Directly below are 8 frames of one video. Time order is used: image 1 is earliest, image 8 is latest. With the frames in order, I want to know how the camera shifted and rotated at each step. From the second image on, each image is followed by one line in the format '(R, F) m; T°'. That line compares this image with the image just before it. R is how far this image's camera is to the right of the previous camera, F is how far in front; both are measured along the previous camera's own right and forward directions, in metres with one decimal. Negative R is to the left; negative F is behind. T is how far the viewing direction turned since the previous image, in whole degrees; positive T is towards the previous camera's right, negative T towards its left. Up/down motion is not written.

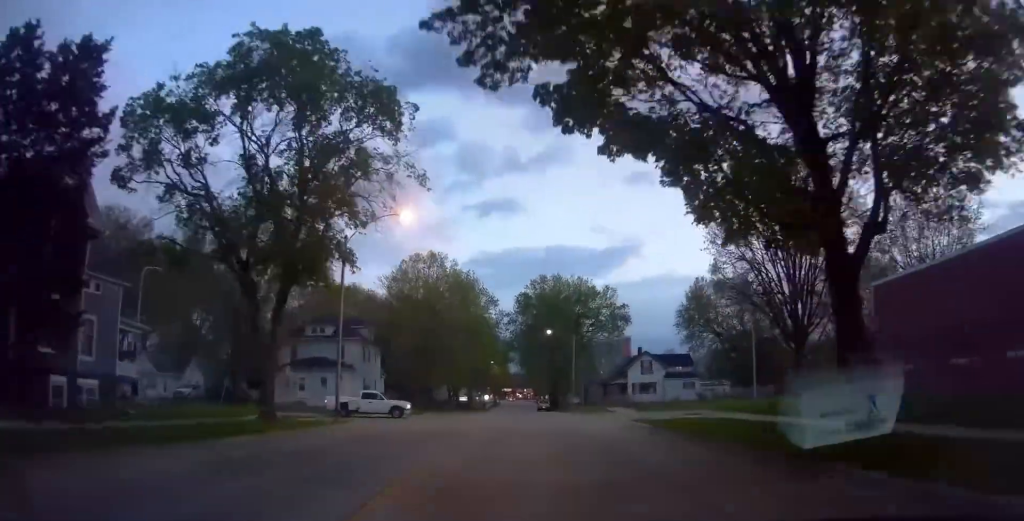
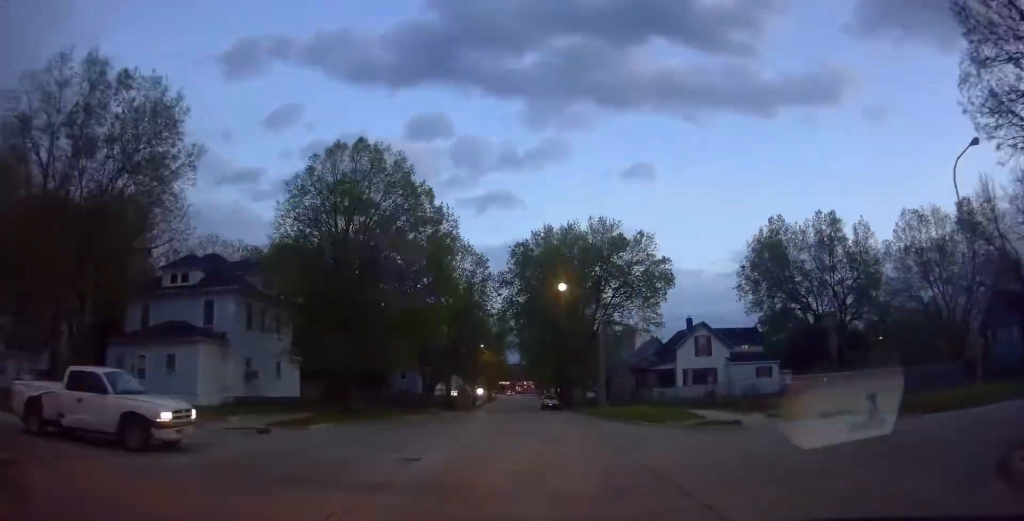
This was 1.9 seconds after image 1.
(0.0, +25.9) m; 0°
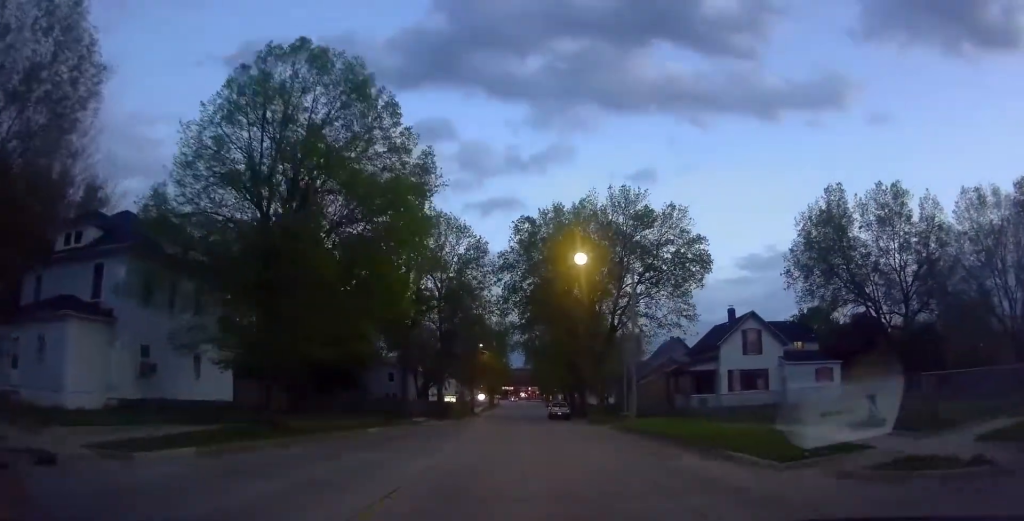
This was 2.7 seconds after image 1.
(0.0, +11.2) m; 0°
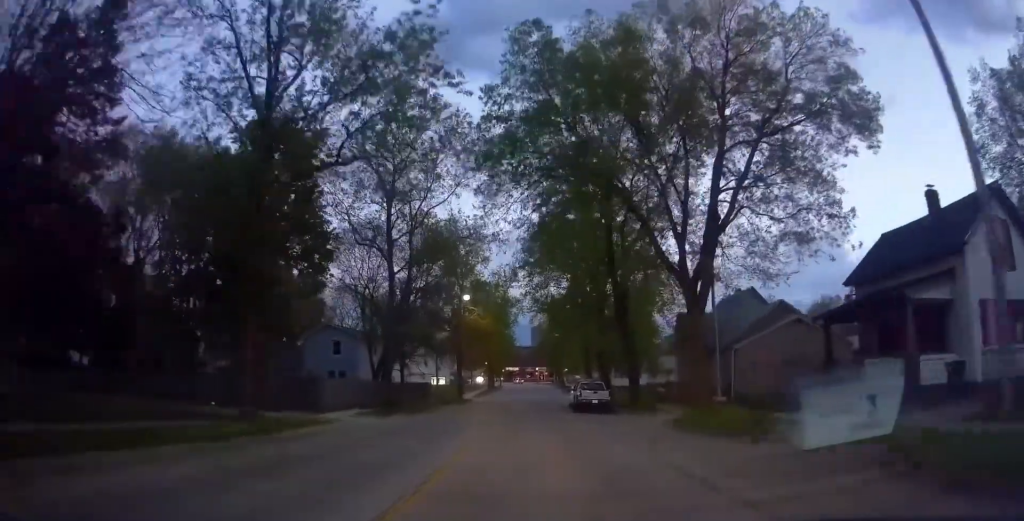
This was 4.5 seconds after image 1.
(0.0, +26.1) m; 0°
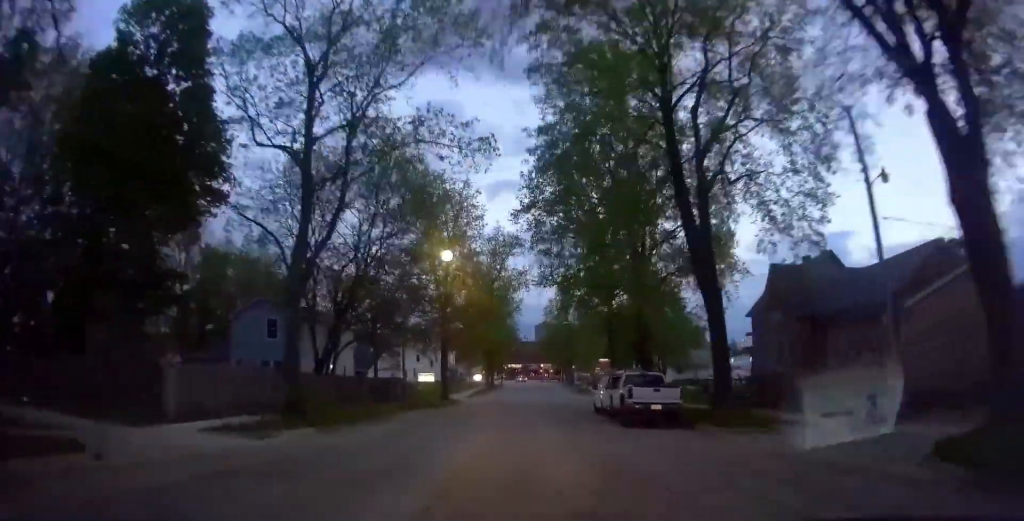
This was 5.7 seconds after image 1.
(0.0, +15.7) m; -3°
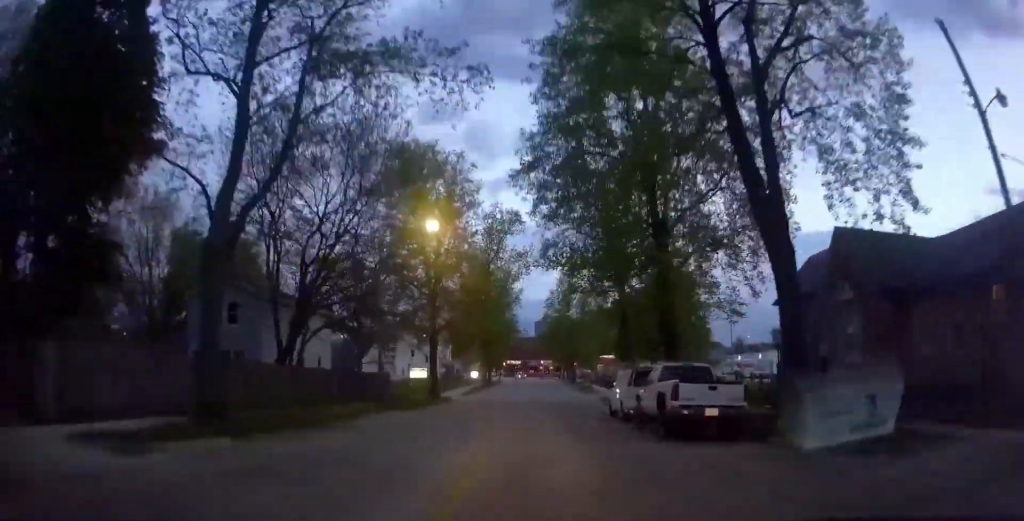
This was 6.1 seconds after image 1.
(-0.3, +6.0) m; 0°
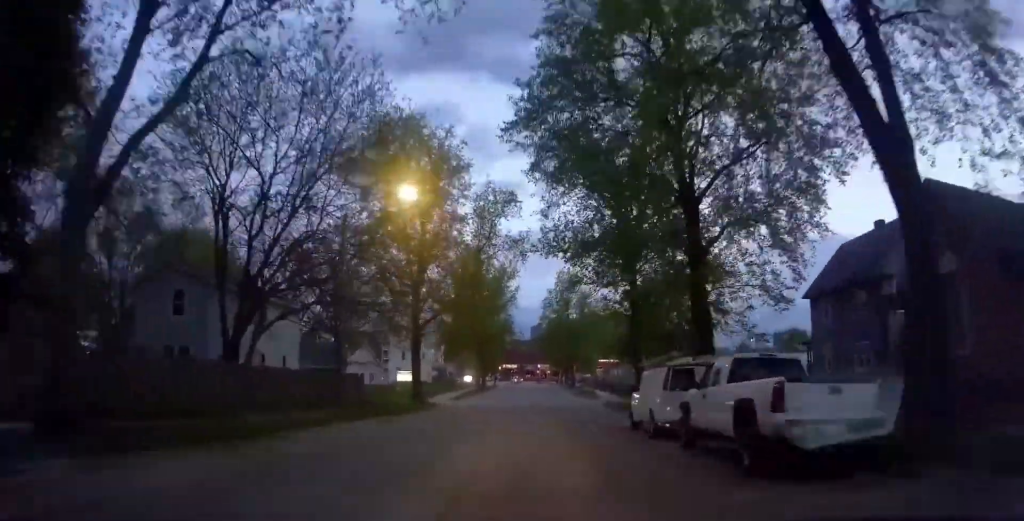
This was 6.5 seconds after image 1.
(-0.3, +5.6) m; 0°
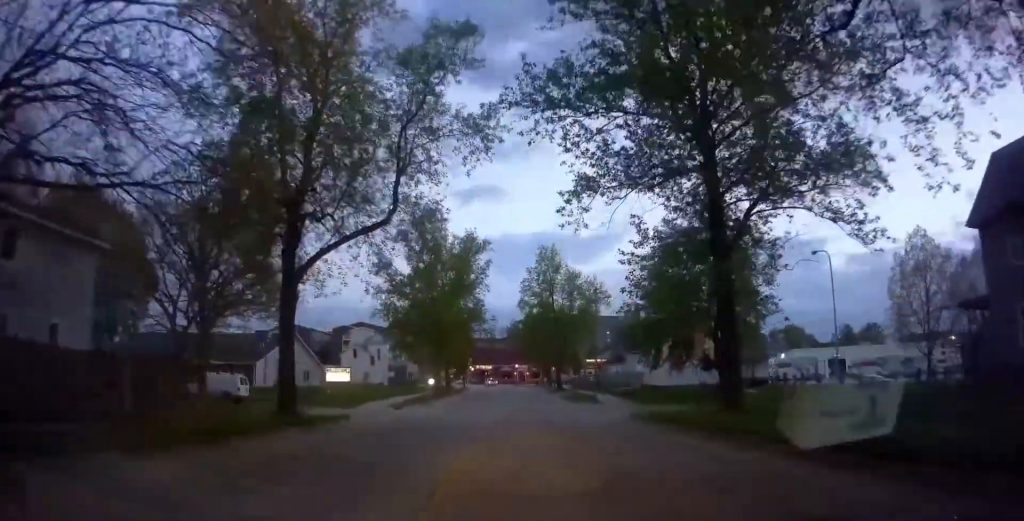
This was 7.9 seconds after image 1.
(+0.7, +18.7) m; +4°
